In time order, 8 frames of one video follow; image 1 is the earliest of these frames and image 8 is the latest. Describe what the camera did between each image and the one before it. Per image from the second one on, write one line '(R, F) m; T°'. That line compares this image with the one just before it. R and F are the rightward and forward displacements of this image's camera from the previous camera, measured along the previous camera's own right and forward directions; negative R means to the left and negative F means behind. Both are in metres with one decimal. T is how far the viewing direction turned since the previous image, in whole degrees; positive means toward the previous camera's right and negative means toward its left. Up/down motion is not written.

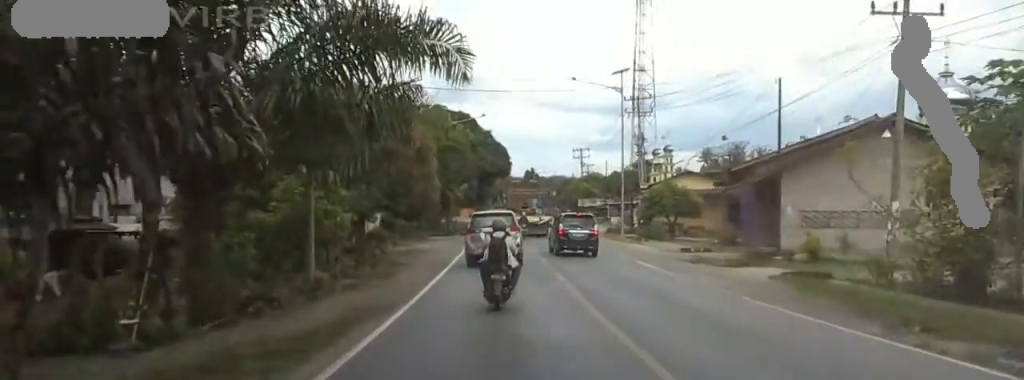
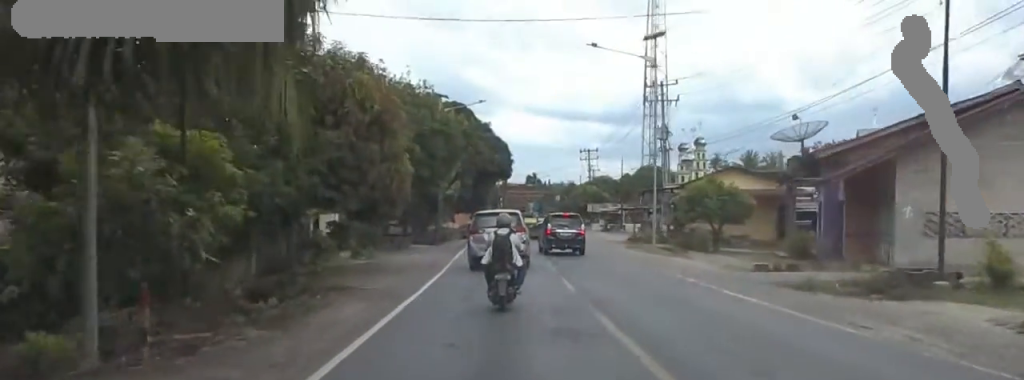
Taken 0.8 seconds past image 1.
(-0.6, +10.6) m; -4°
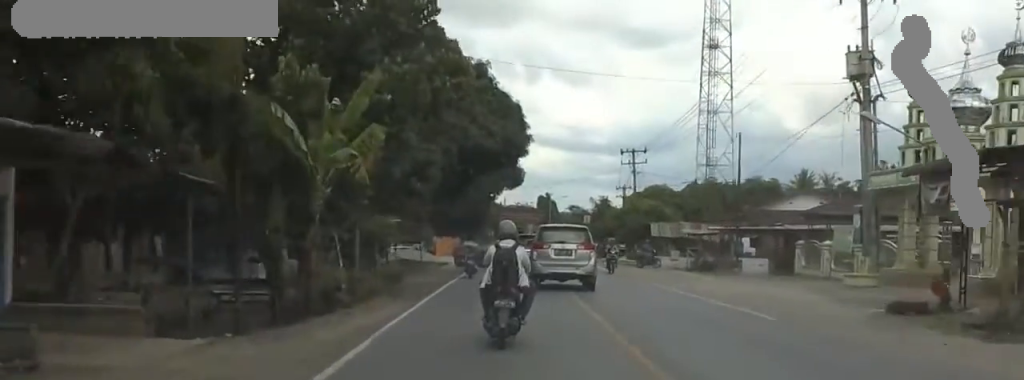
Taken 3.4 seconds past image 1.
(-4.2, +35.7) m; -14°
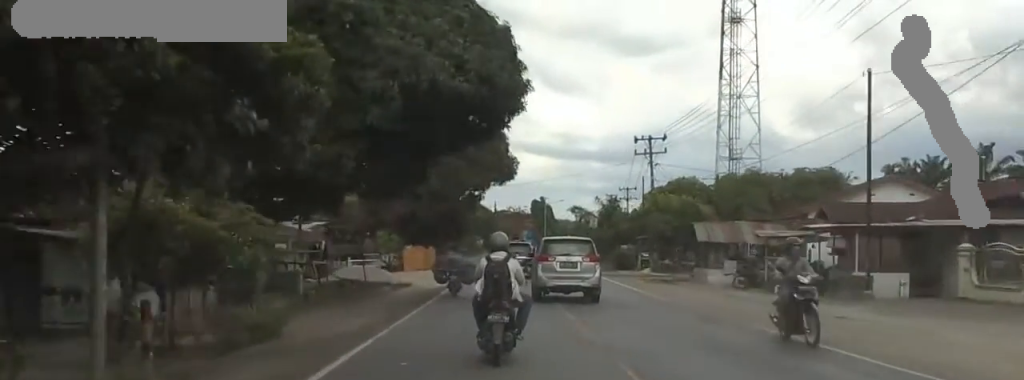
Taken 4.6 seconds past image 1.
(+0.2, +15.8) m; +5°
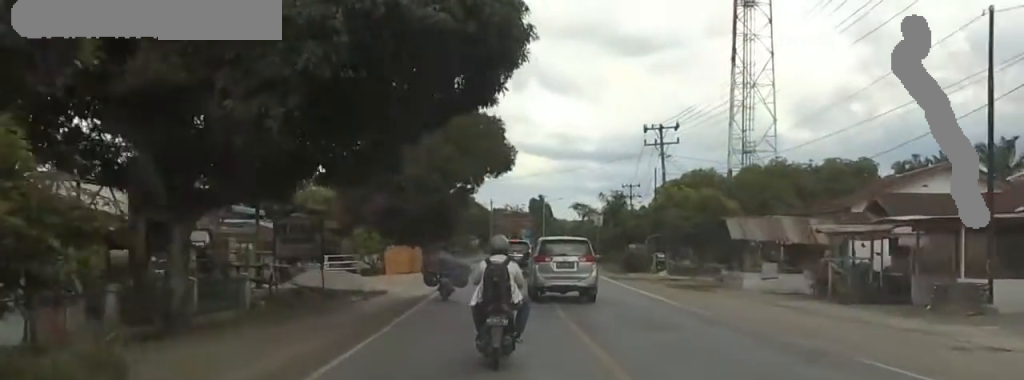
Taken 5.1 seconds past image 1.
(+0.8, +6.6) m; +2°
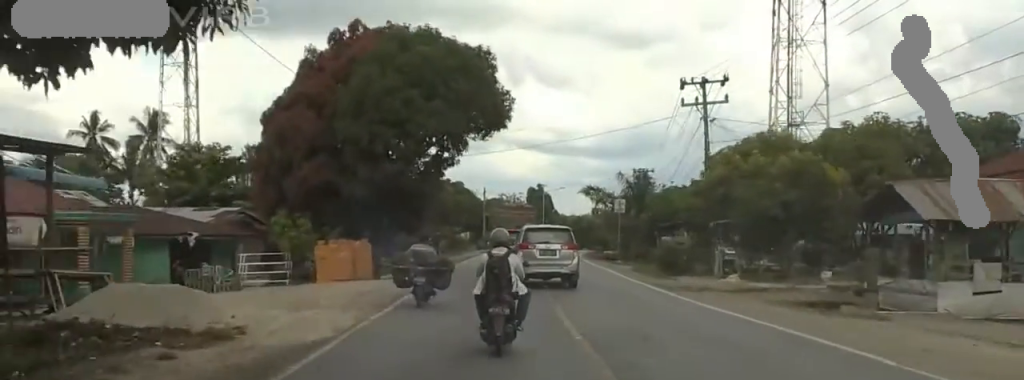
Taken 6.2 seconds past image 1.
(-0.9, +16.0) m; -5°
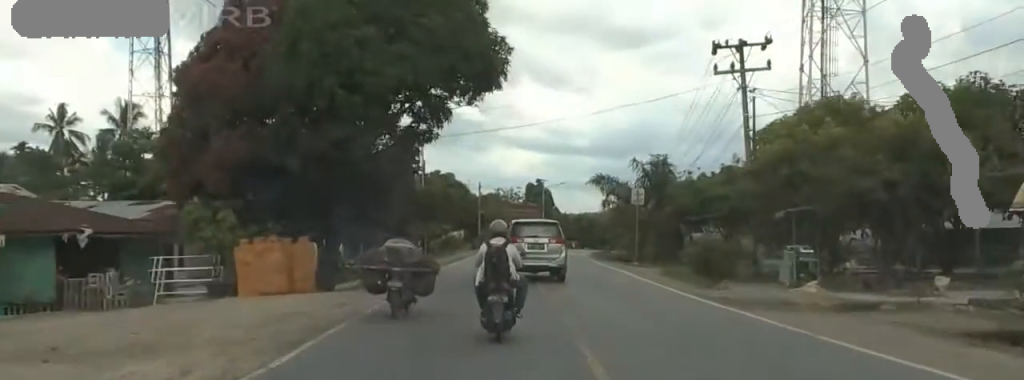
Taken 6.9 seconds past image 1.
(-0.2, +8.6) m; 0°
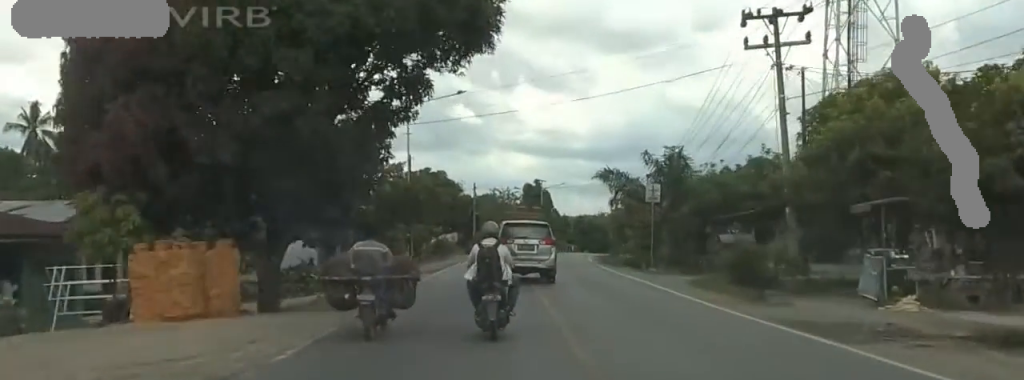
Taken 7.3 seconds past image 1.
(0.0, +6.0) m; +1°
